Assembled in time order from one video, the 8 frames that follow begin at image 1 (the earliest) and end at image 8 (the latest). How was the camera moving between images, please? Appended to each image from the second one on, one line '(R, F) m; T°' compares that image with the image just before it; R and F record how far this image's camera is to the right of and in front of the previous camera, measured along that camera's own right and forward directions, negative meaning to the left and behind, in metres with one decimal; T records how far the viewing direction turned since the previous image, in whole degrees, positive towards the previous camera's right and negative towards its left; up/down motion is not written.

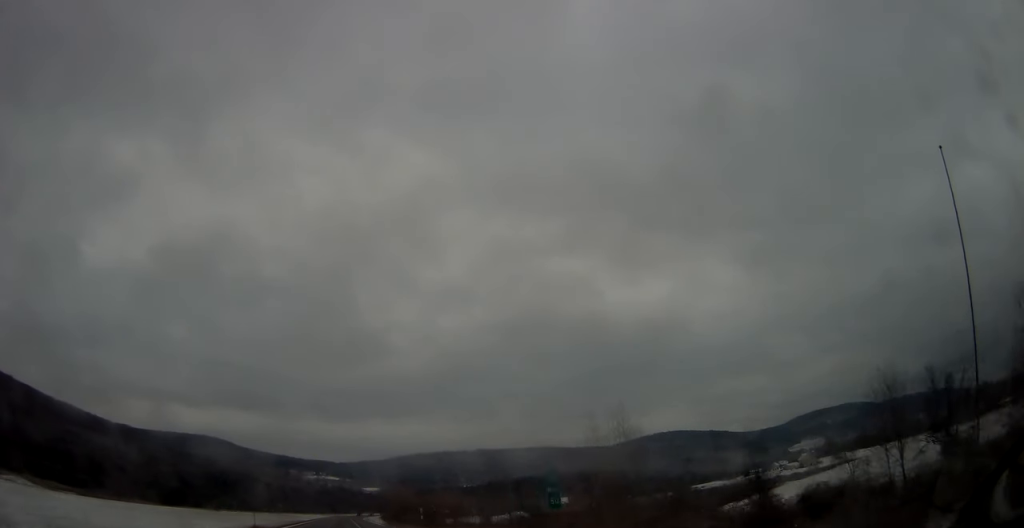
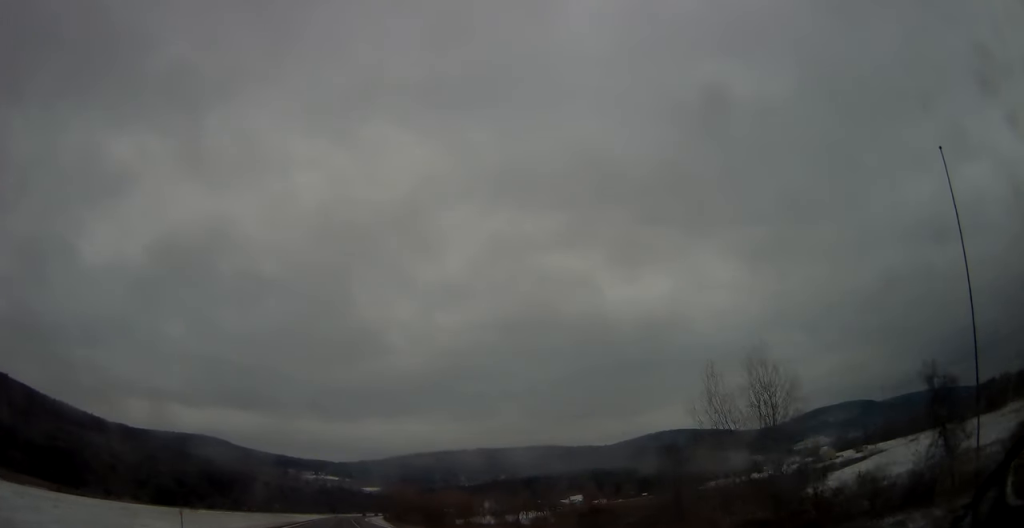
(0.0, +22.3) m; 0°
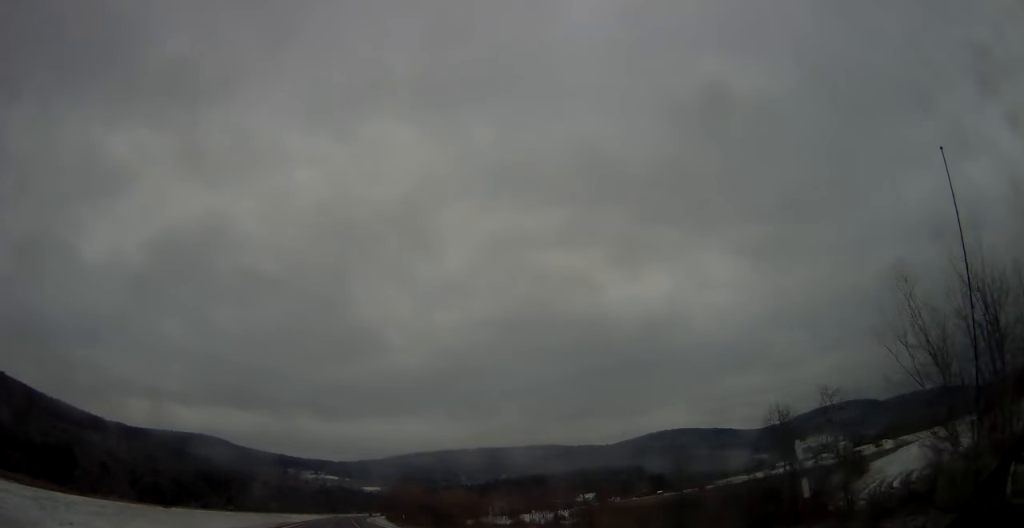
(-0.2, +19.2) m; 0°
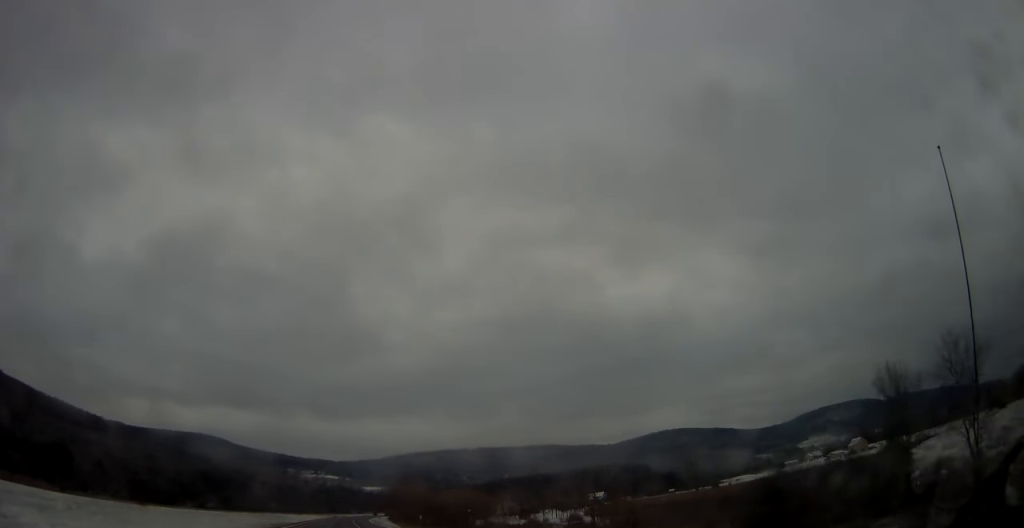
(+0.2, +13.2) m; 0°
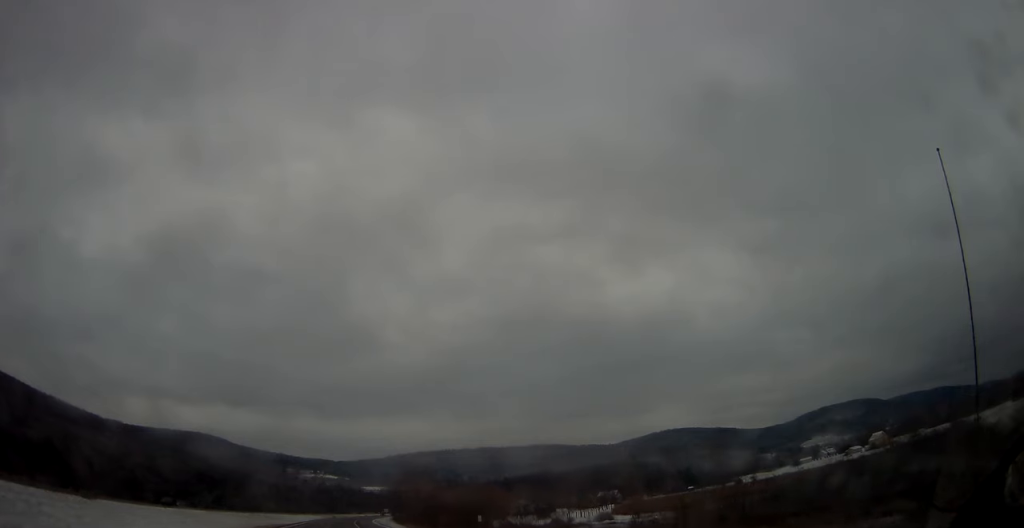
(+0.2, +21.3) m; 0°
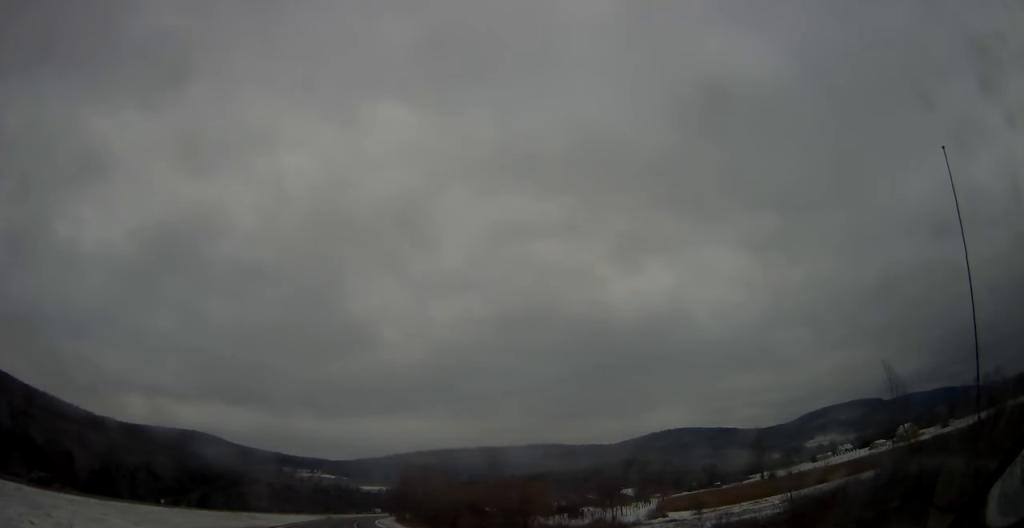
(0.0, +28.3) m; 0°
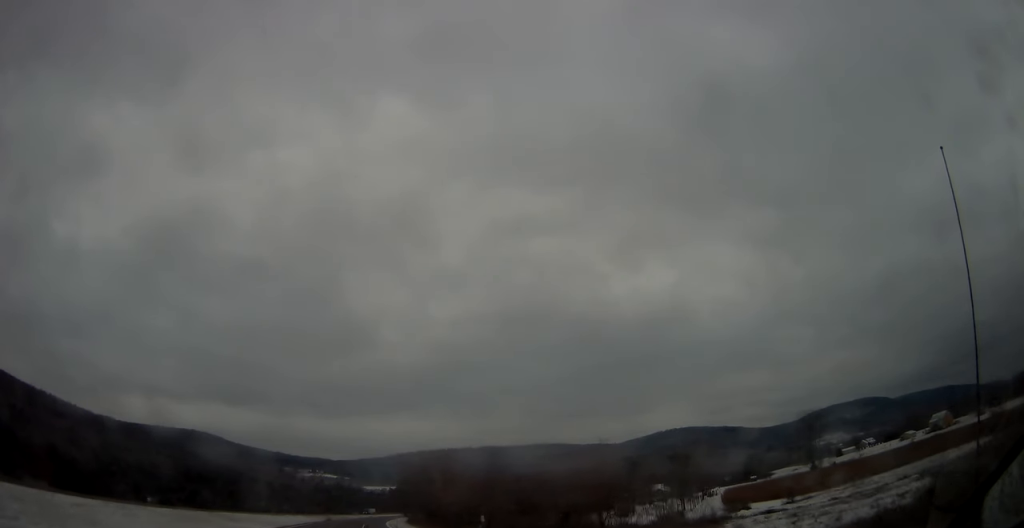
(+0.1, +28.3) m; 0°
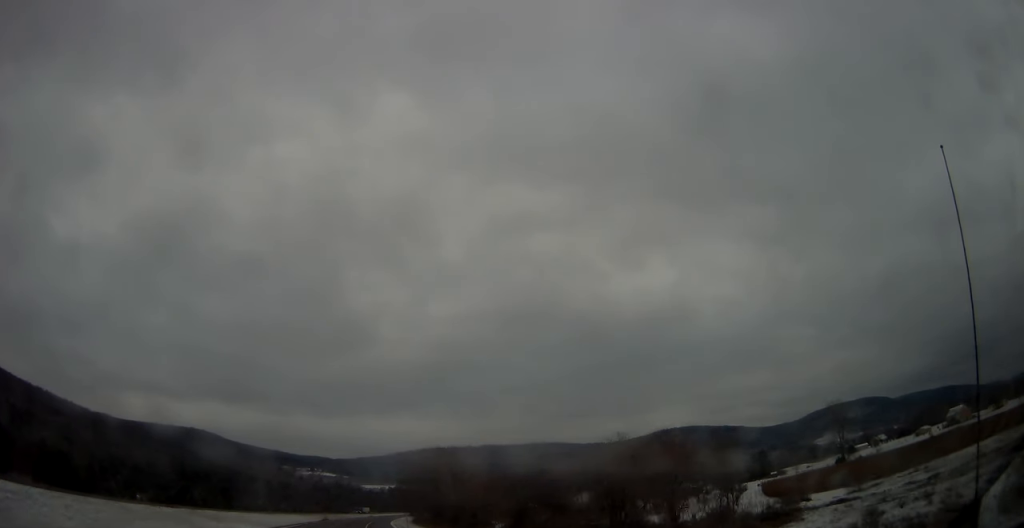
(-0.1, +16.2) m; 0°
